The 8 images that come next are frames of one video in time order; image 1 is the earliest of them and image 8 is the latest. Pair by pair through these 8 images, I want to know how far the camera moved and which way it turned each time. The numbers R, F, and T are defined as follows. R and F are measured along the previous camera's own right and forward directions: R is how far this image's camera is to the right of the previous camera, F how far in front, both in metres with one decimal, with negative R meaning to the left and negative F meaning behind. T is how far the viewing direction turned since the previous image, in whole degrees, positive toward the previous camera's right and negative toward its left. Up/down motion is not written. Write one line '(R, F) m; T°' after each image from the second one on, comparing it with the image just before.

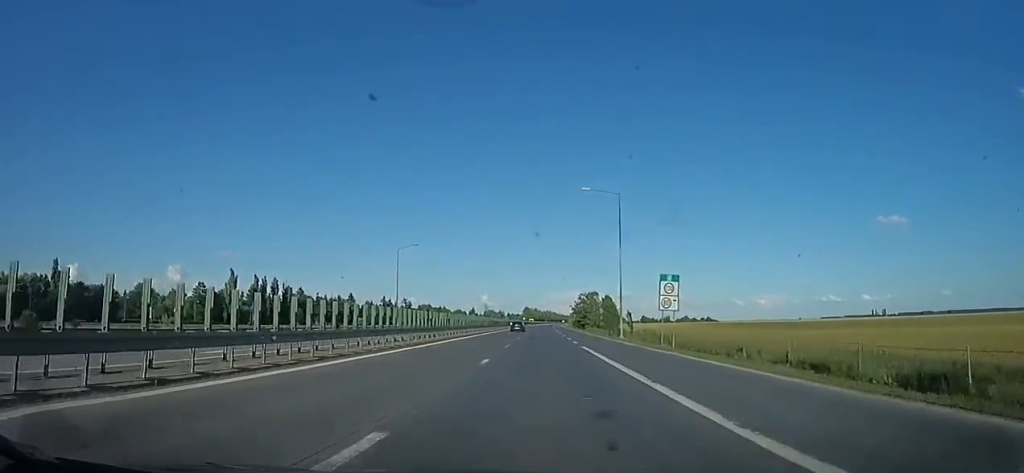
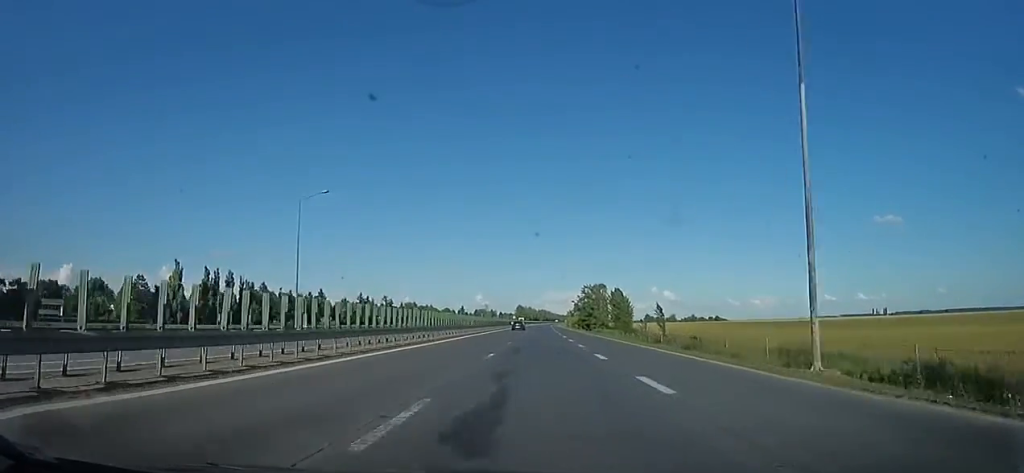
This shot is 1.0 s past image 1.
(+0.4, +32.3) m; 0°
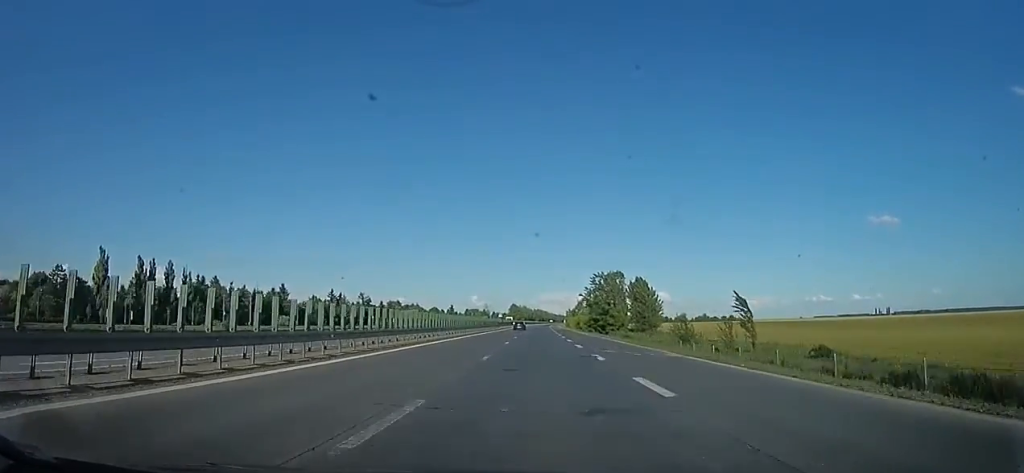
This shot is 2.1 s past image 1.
(-0.5, +34.9) m; -1°
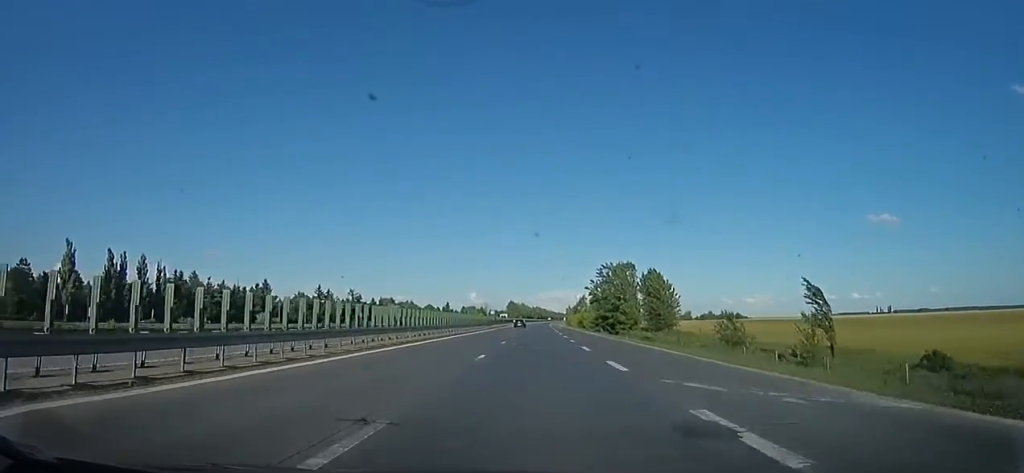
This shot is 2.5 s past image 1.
(-0.1, +13.2) m; -1°
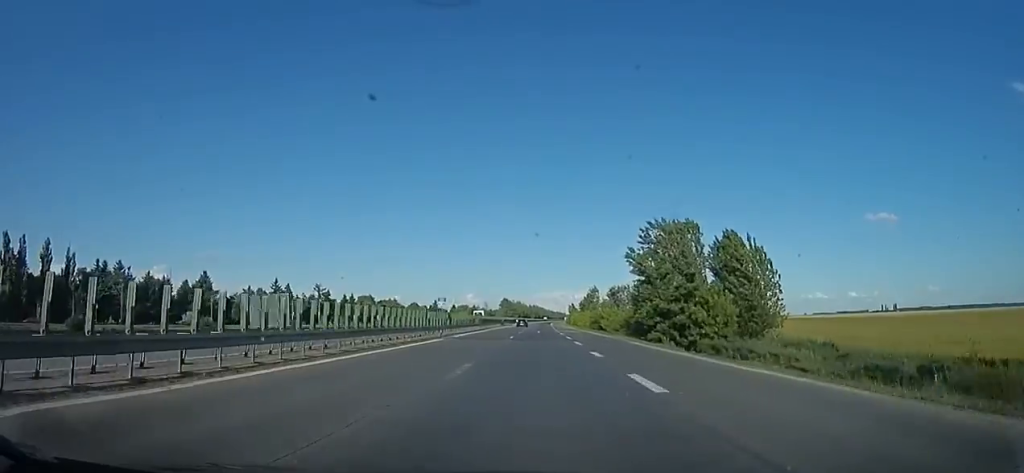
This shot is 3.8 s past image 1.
(+0.6, +38.6) m; +3°
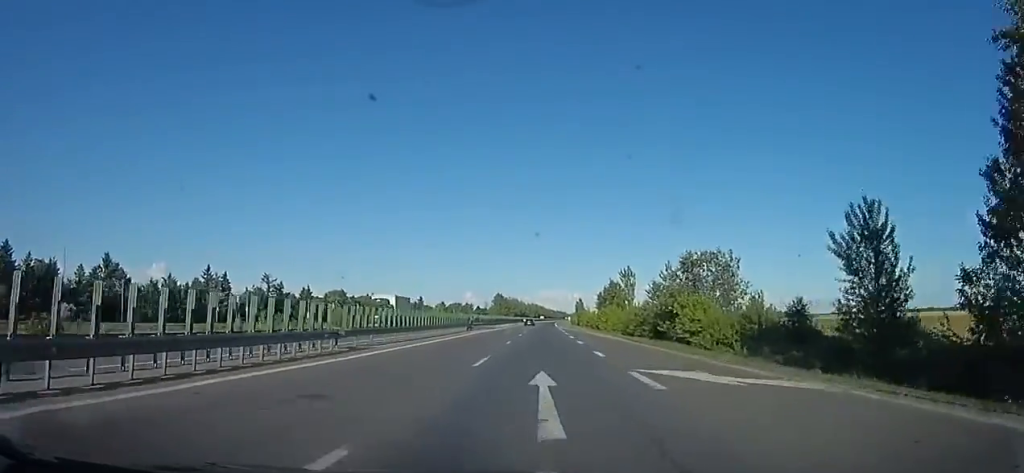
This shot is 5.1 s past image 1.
(+1.7, +44.9) m; +1°
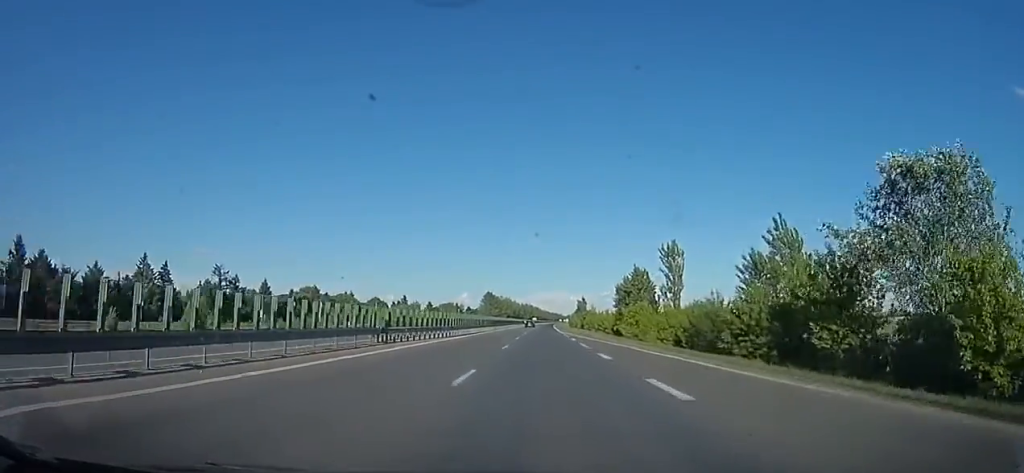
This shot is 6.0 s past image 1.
(-0.7, +28.5) m; -1°
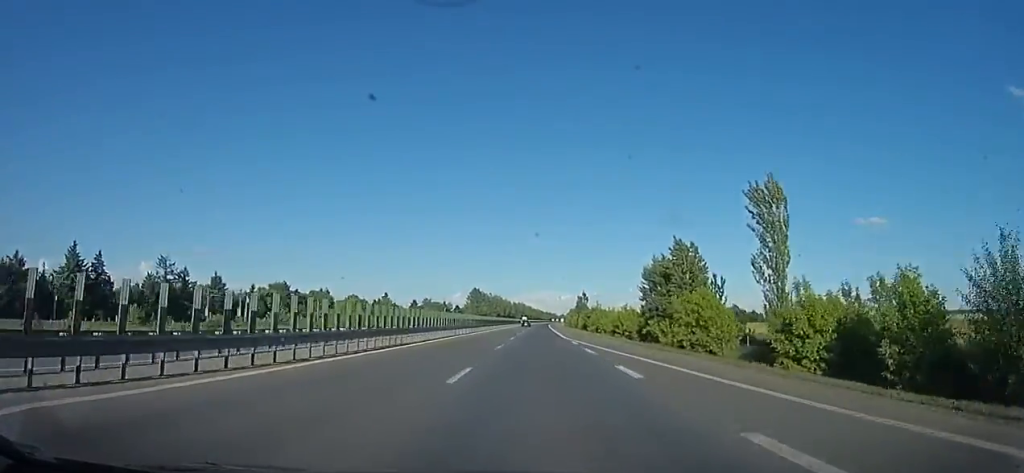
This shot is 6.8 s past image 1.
(-0.5, +23.6) m; +1°
